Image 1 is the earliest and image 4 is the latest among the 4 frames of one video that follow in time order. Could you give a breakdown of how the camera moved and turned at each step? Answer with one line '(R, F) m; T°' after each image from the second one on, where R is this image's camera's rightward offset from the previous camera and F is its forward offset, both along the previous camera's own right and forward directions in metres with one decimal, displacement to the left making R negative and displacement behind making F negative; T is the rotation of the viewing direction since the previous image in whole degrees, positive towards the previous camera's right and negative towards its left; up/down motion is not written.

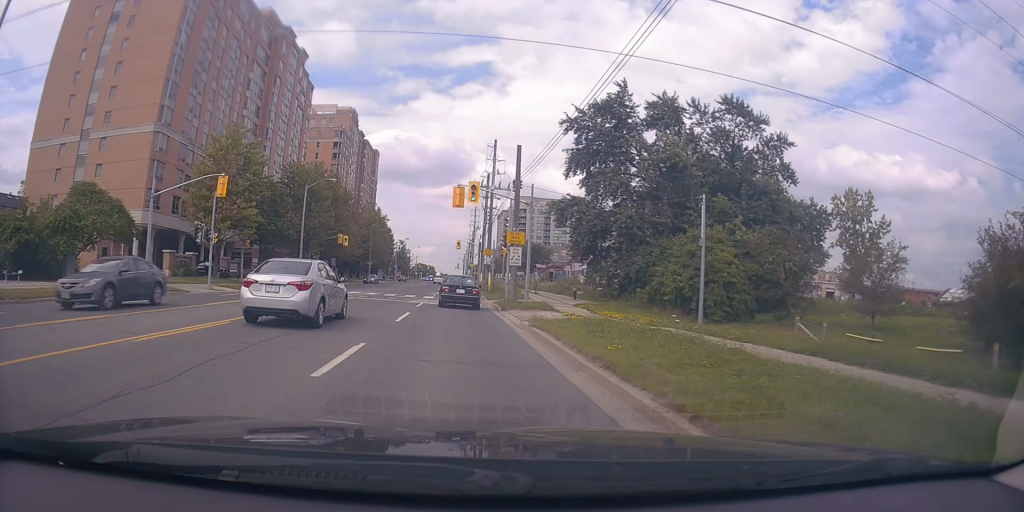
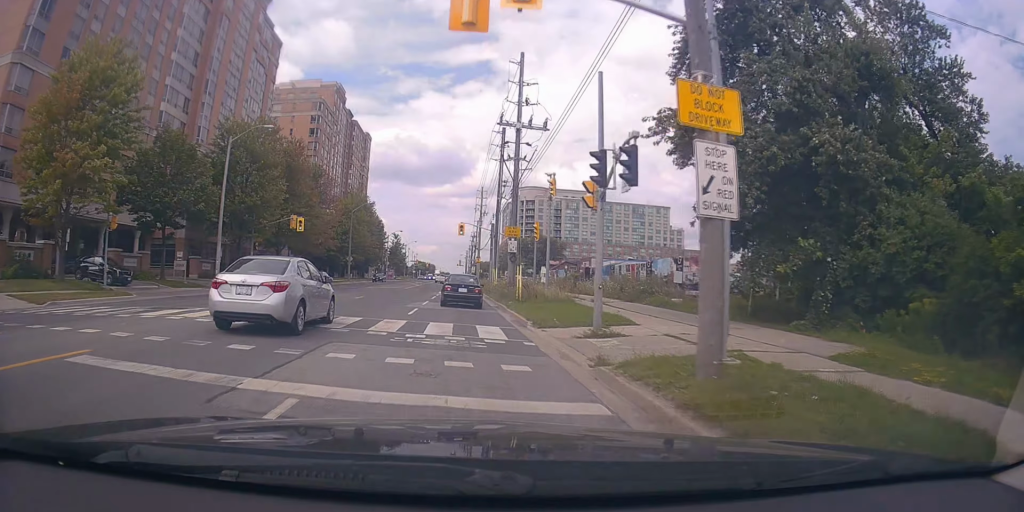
(-0.4, +21.7) m; -1°
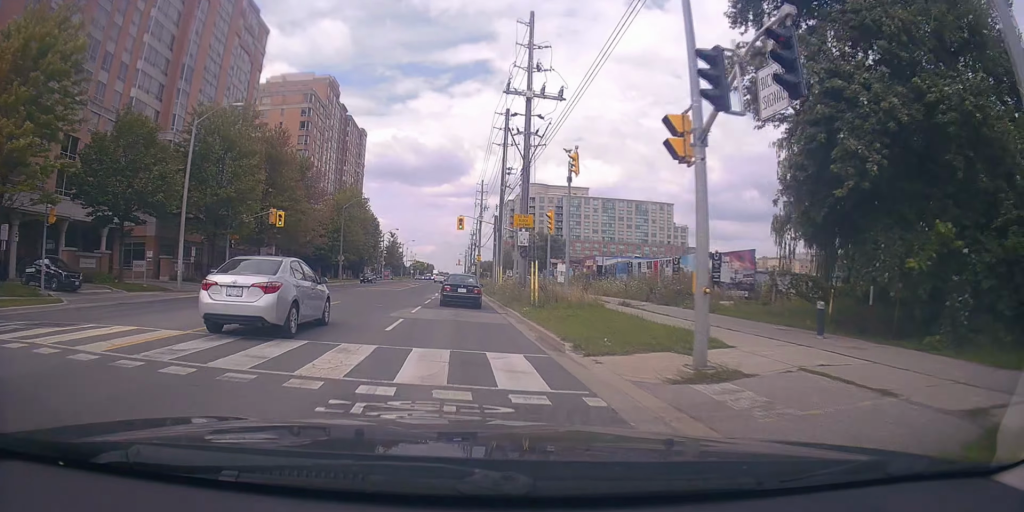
(+0.2, +5.6) m; 0°
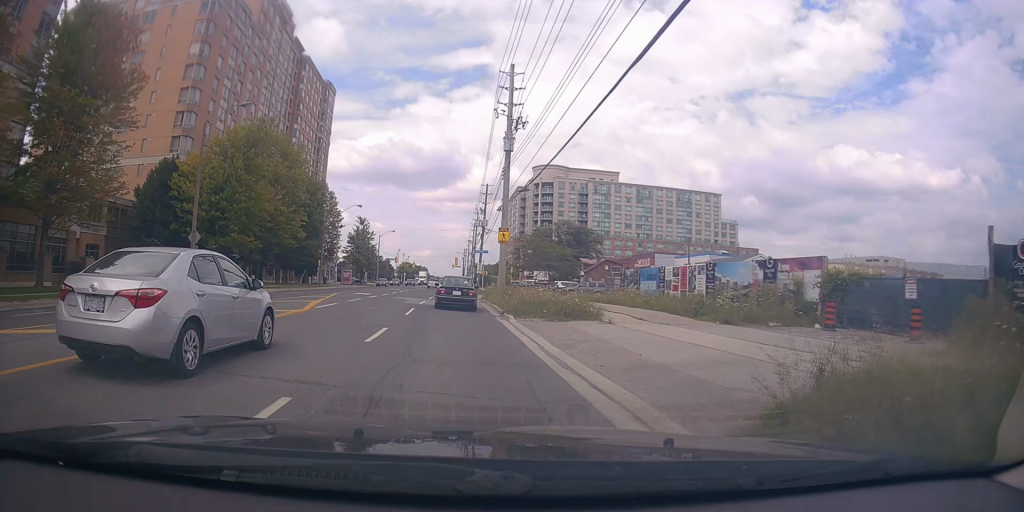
(-0.7, +45.1) m; -1°
